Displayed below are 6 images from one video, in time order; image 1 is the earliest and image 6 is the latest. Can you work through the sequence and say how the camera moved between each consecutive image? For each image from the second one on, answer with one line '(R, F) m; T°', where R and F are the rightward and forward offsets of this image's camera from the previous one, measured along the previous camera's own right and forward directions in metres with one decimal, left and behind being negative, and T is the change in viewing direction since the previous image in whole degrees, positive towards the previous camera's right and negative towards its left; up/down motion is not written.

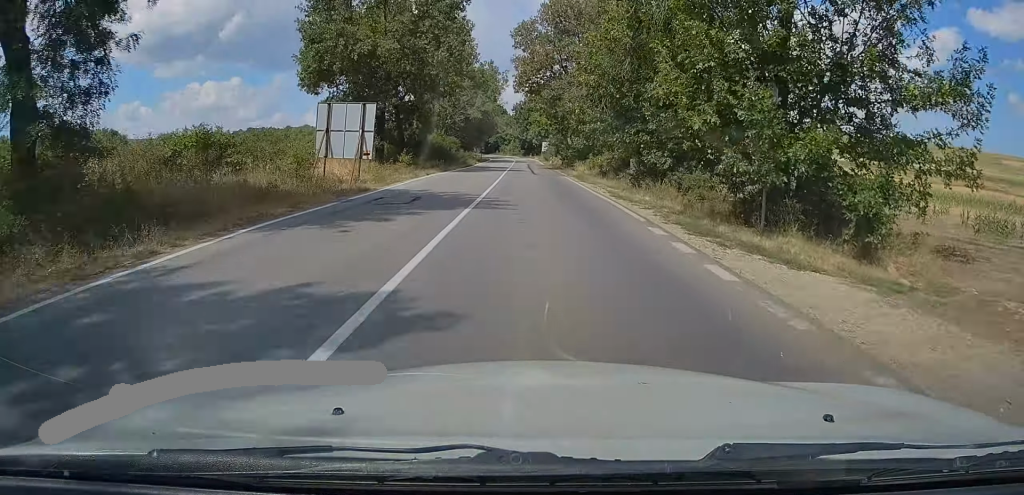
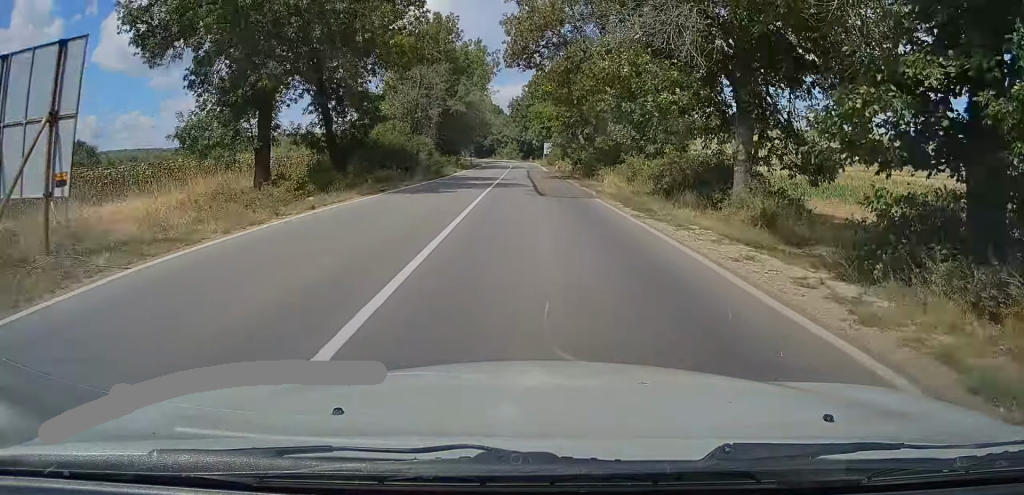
(-0.1, +17.6) m; -1°
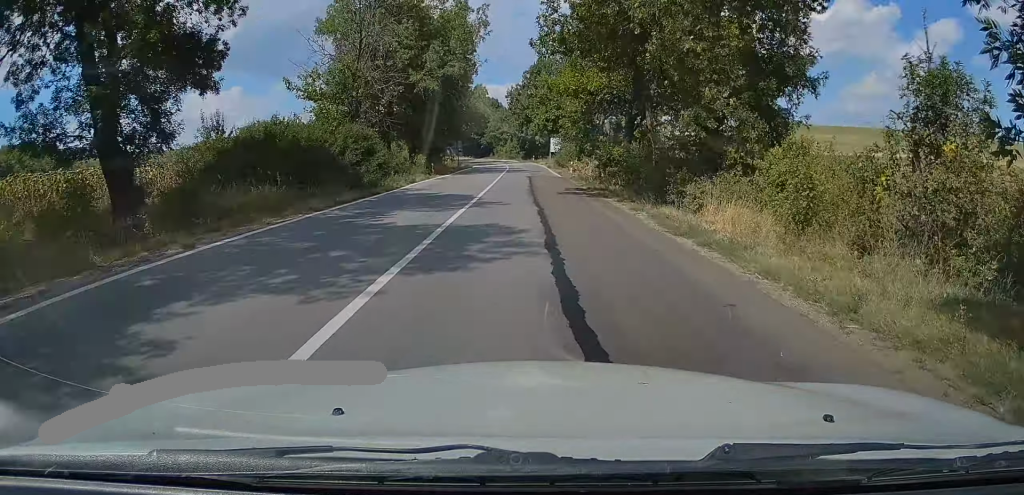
(-0.1, +18.1) m; -1°
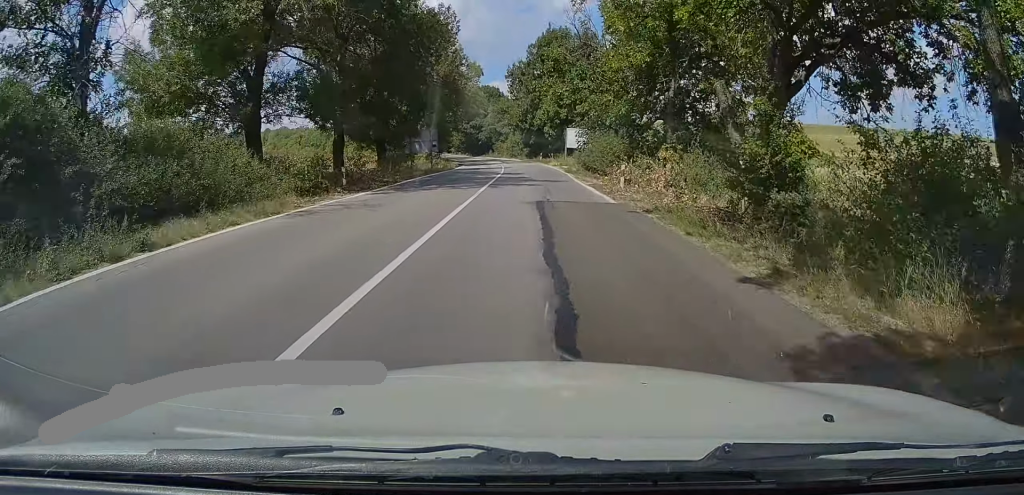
(-0.2, +22.1) m; -1°
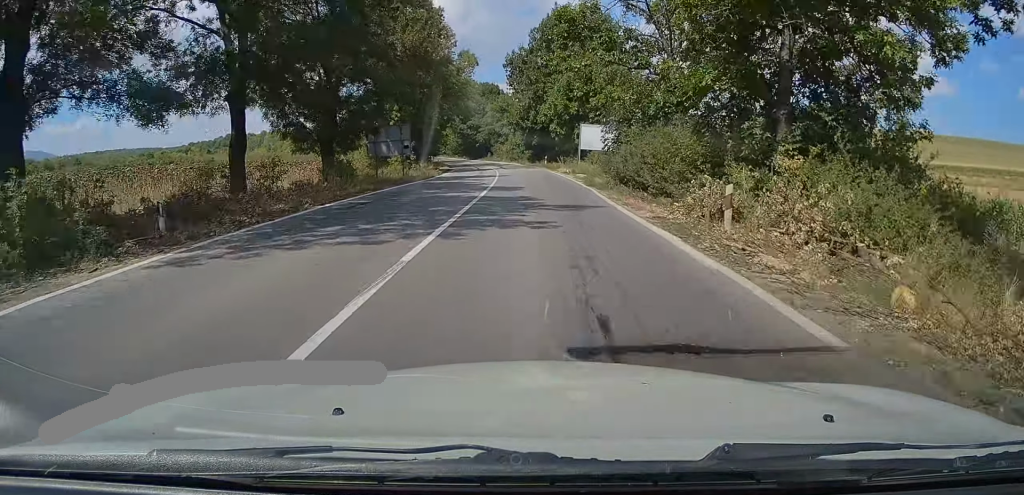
(-0.1, +11.8) m; -1°
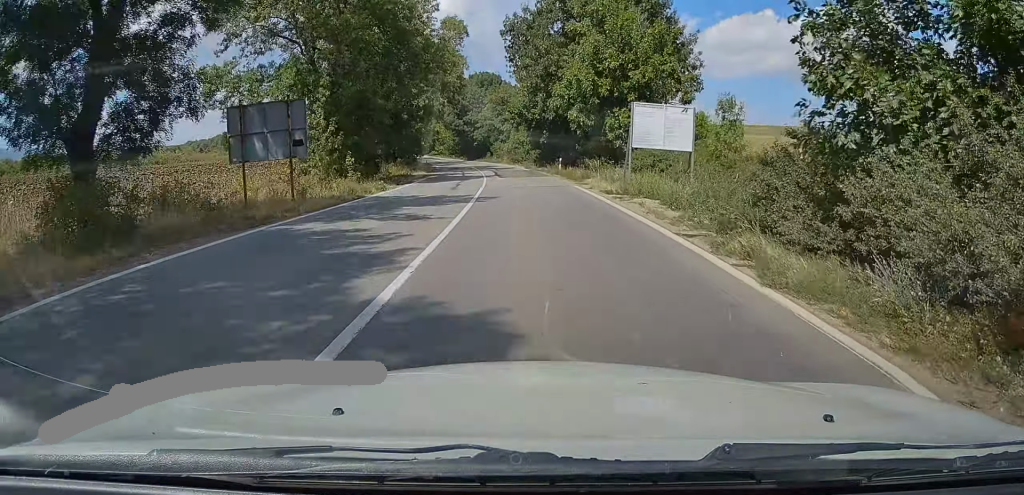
(-0.1, +18.6) m; 0°
